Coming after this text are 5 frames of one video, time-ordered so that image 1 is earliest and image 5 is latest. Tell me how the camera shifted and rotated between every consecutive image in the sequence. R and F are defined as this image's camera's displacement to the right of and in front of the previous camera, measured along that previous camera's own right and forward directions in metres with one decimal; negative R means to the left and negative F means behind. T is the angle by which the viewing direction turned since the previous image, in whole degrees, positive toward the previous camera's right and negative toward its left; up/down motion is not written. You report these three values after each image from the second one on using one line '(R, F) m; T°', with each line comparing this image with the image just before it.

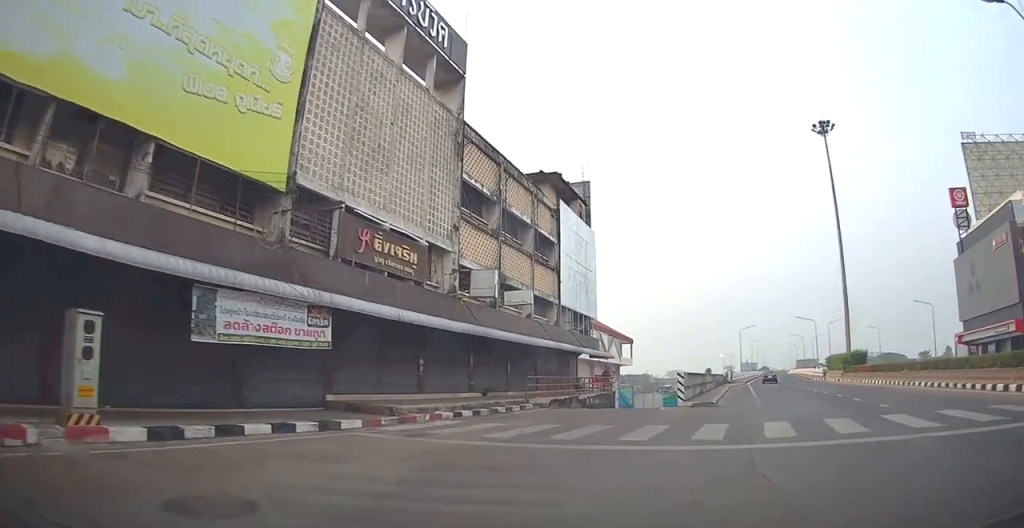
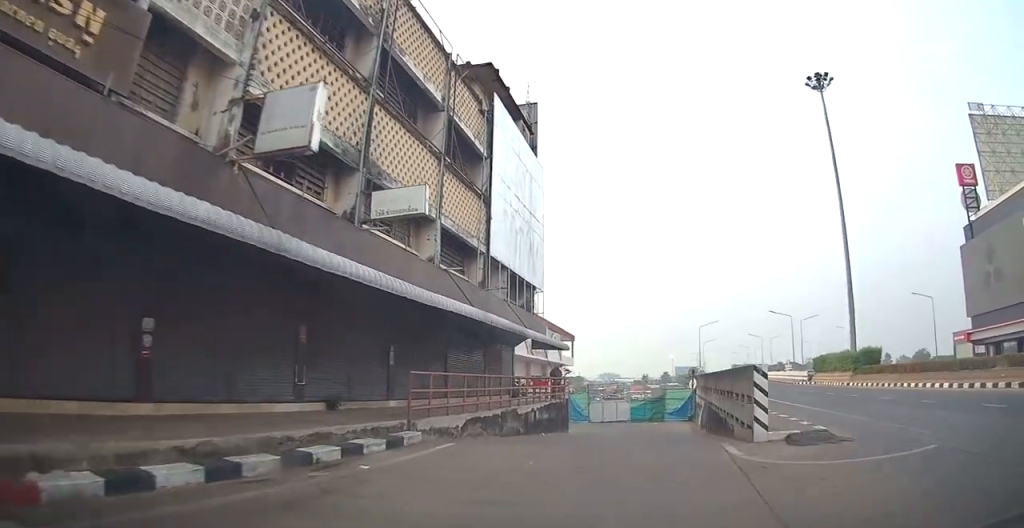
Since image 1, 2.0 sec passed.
(+0.5, +10.9) m; +10°
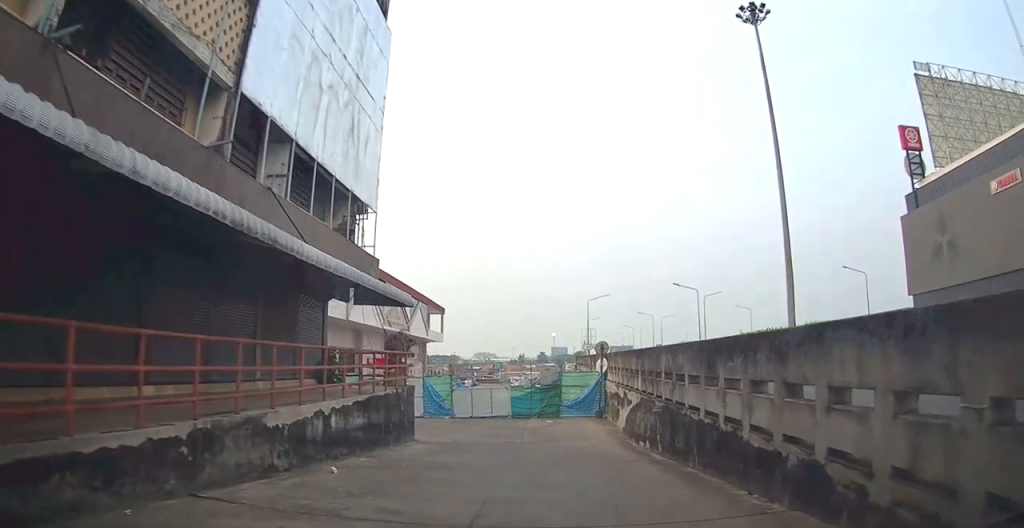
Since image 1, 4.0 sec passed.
(+1.5, +8.2) m; +14°
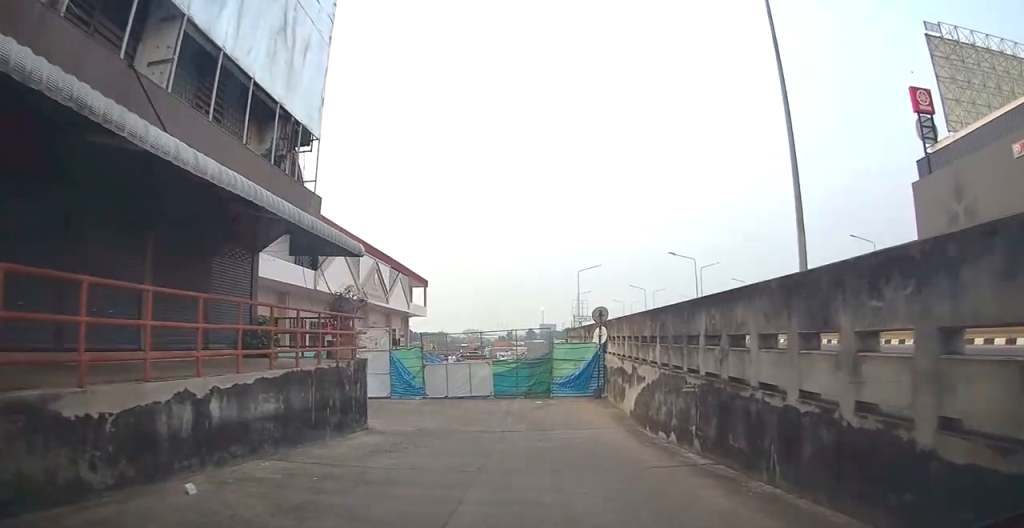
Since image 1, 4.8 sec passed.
(0.0, +2.9) m; -1°
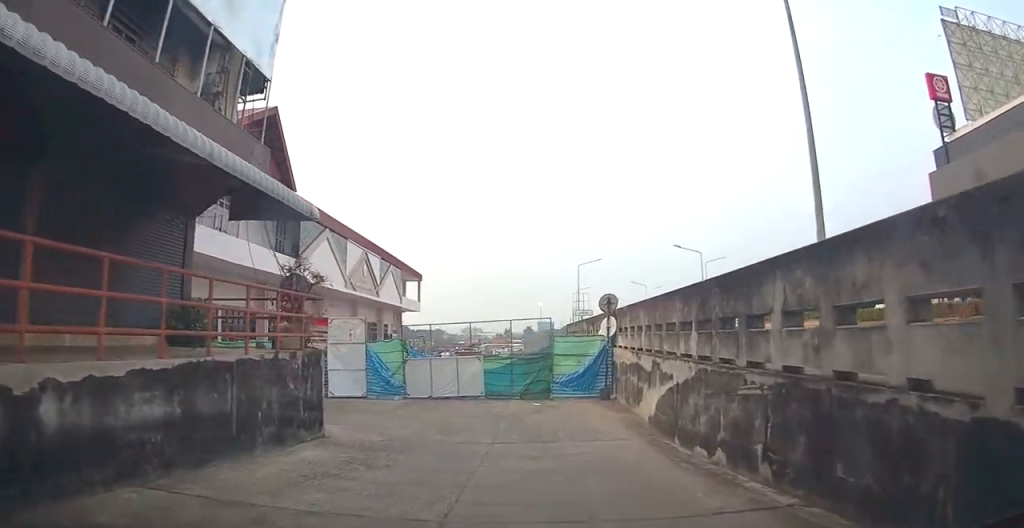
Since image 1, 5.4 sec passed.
(0.0, +2.1) m; -3°
